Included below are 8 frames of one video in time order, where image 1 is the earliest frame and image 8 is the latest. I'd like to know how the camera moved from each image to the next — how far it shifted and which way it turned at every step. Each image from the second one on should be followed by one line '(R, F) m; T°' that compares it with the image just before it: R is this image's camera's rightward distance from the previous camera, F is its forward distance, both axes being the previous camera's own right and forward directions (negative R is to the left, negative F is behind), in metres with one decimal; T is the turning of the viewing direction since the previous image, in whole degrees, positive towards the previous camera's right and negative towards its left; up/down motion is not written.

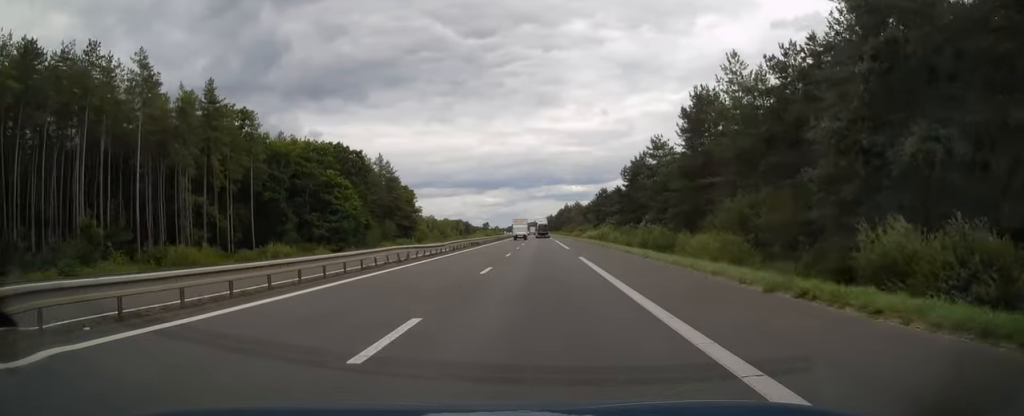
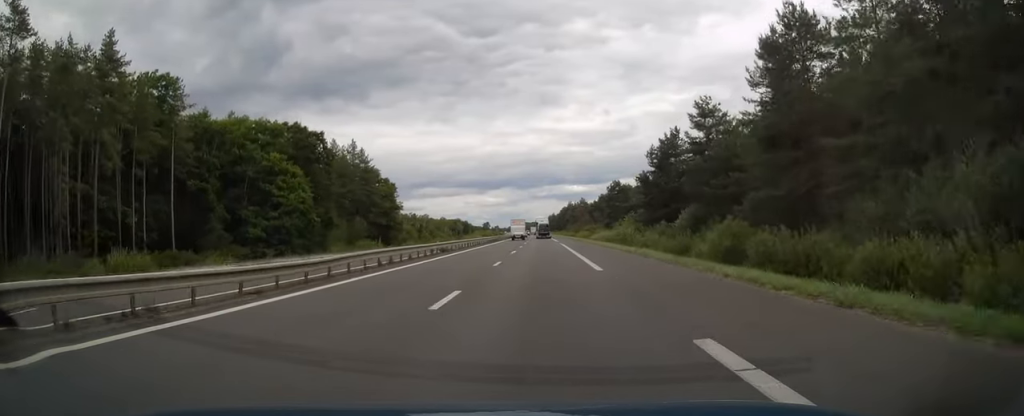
(+0.1, +21.7) m; 0°
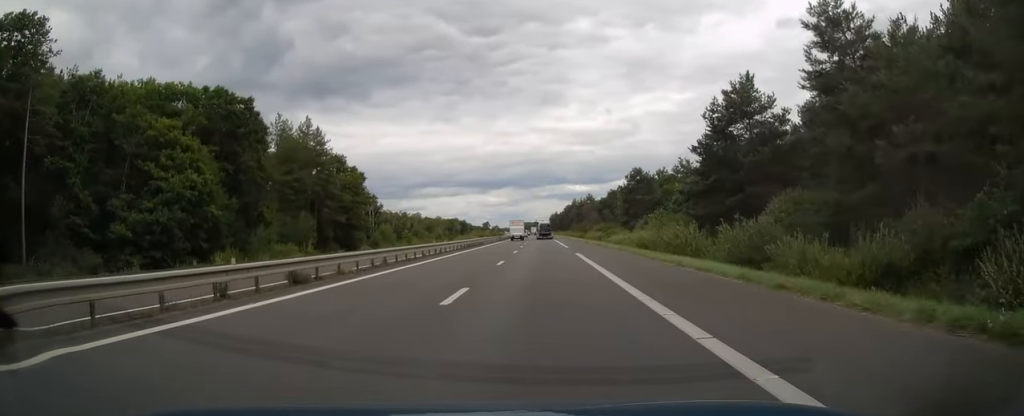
(0.0, +25.2) m; 0°
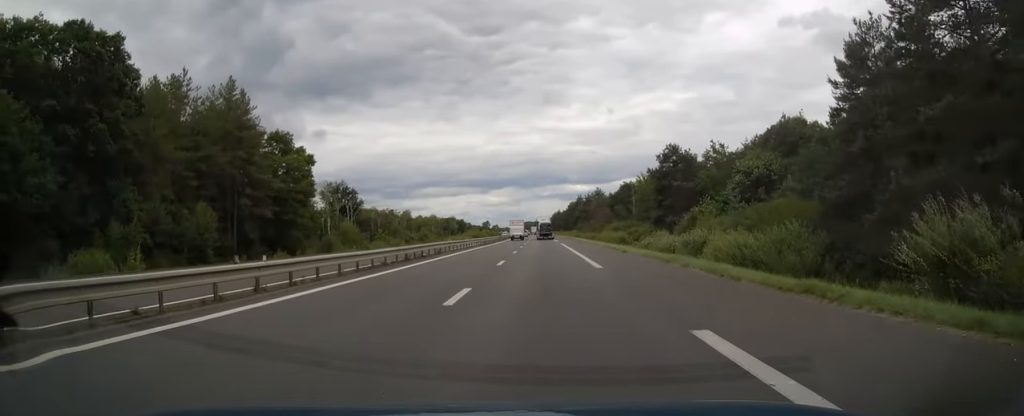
(0.0, +26.2) m; -1°
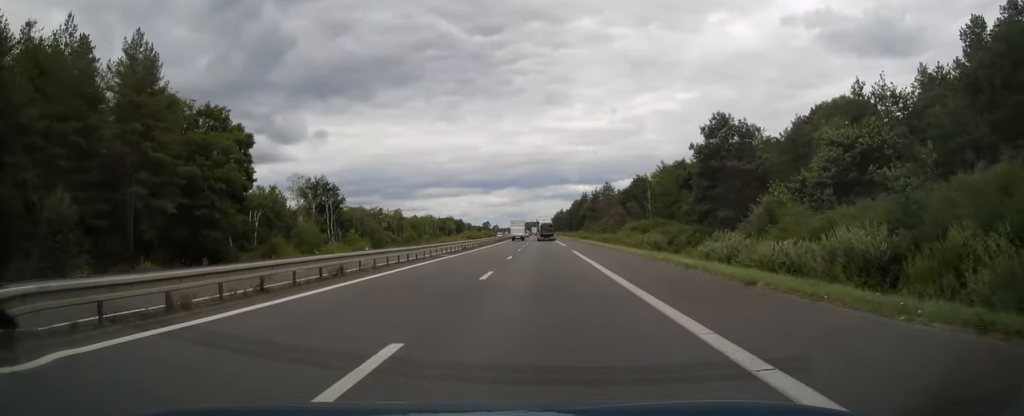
(-0.2, +19.7) m; 0°
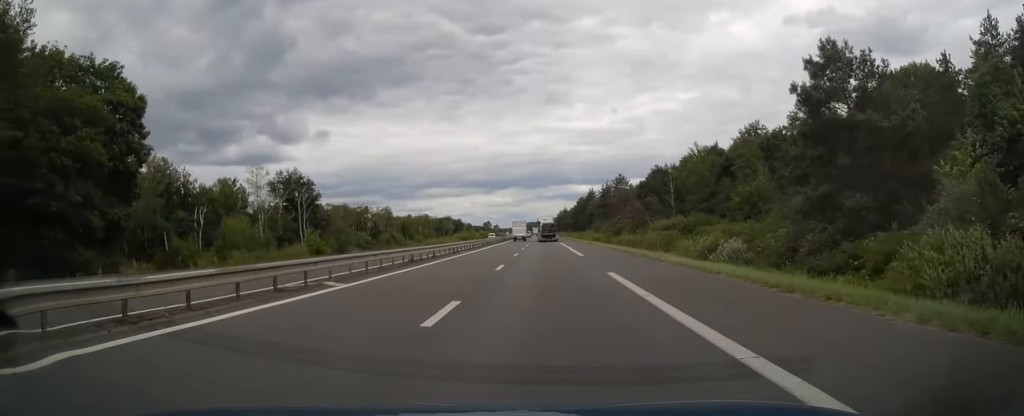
(0.0, +21.2) m; 0°
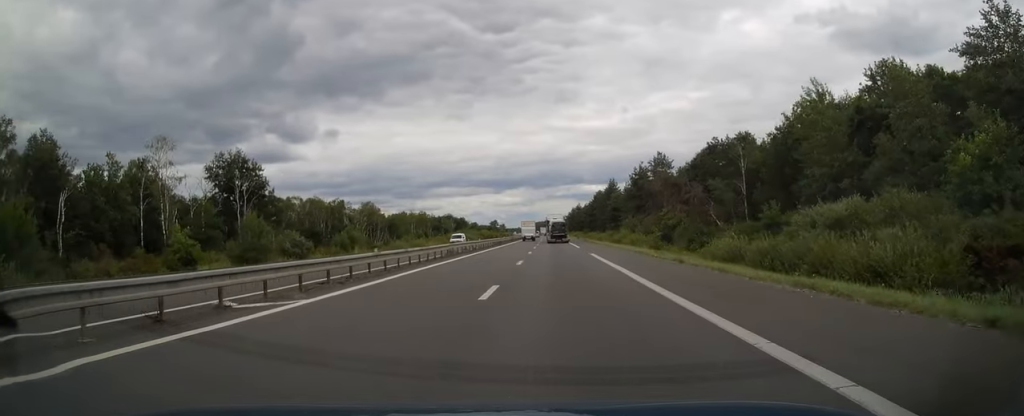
(0.0, +35.3) m; 0°
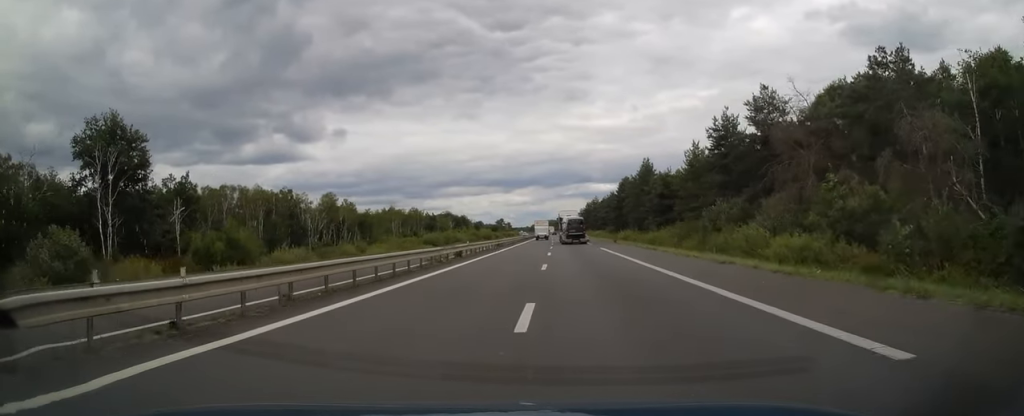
(-0.6, +42.4) m; -1°
